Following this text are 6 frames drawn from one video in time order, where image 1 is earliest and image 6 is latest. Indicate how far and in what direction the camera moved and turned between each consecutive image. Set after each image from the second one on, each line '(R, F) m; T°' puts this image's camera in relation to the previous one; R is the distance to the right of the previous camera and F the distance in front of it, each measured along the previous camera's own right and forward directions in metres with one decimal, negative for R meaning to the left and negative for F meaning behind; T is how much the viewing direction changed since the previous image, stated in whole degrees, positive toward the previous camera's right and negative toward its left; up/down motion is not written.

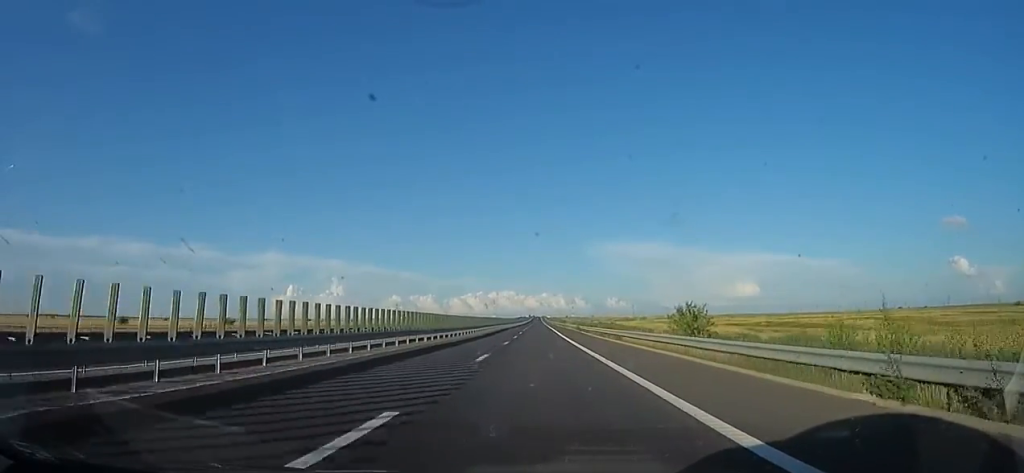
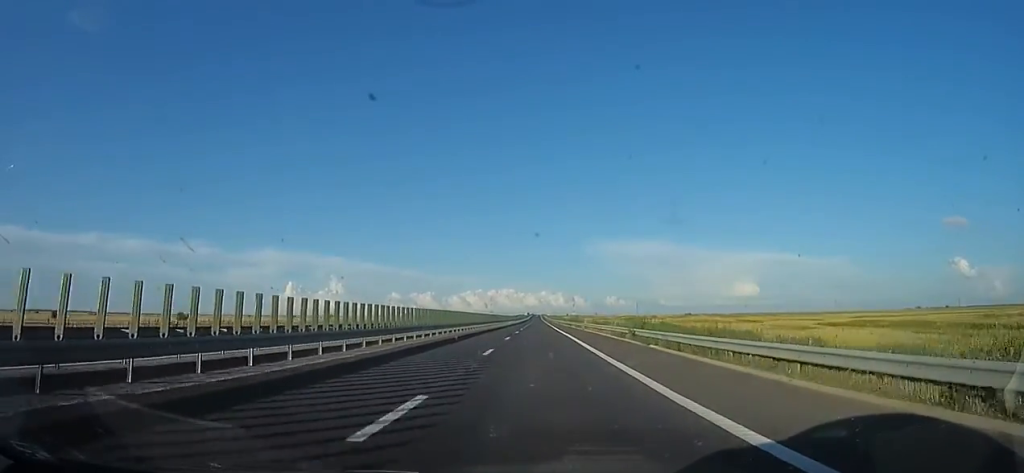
(-0.1, +34.8) m; +1°
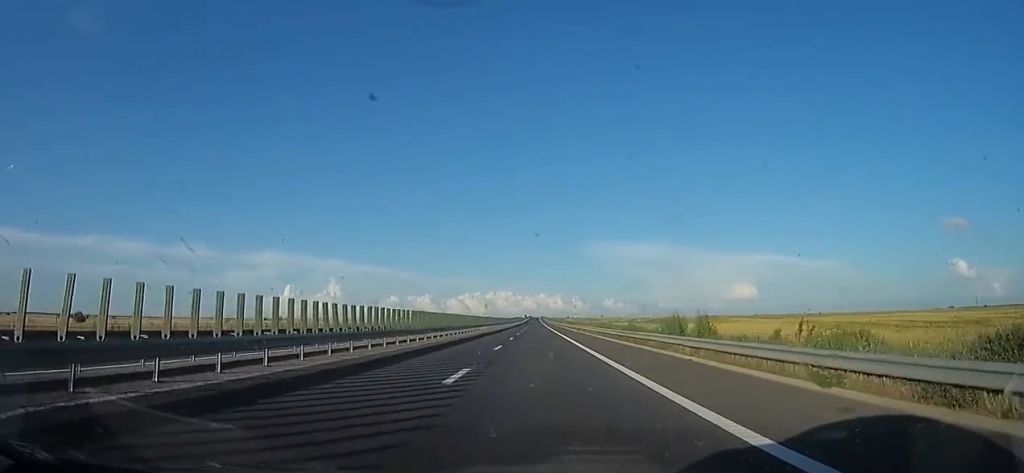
(+2.1, +55.1) m; +2°
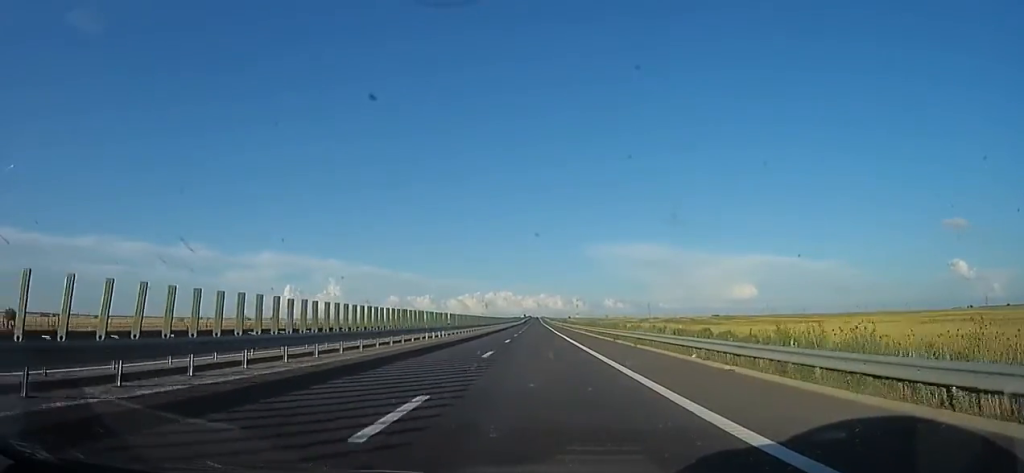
(-1.2, +29.0) m; -3°
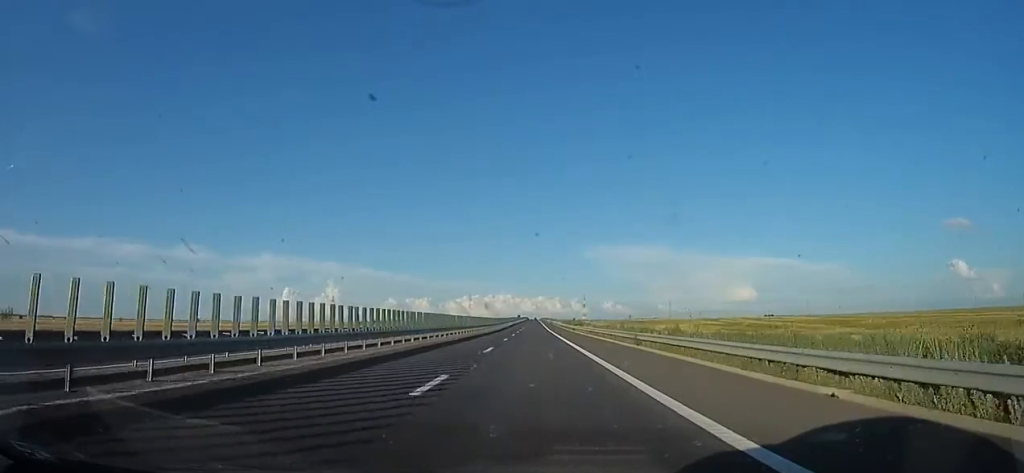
(-0.7, +105.2) m; +2°
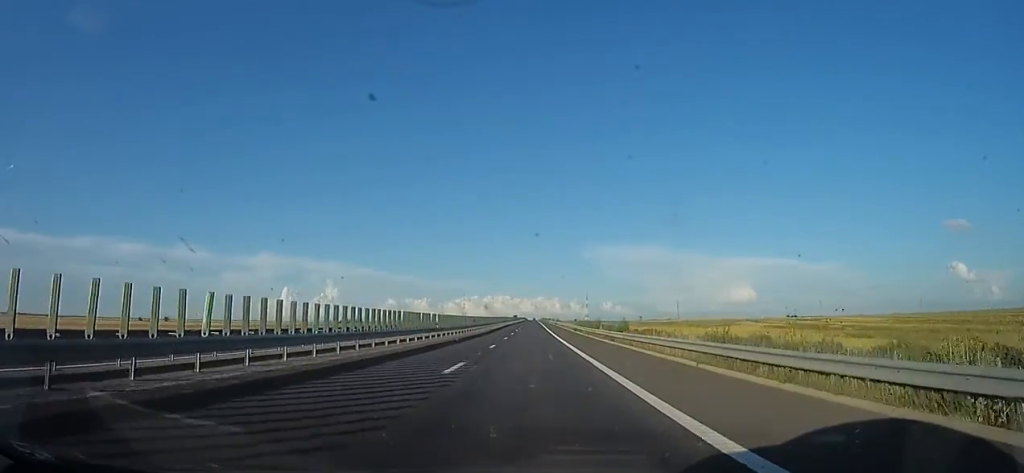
(+1.6, +32.3) m; 0°
